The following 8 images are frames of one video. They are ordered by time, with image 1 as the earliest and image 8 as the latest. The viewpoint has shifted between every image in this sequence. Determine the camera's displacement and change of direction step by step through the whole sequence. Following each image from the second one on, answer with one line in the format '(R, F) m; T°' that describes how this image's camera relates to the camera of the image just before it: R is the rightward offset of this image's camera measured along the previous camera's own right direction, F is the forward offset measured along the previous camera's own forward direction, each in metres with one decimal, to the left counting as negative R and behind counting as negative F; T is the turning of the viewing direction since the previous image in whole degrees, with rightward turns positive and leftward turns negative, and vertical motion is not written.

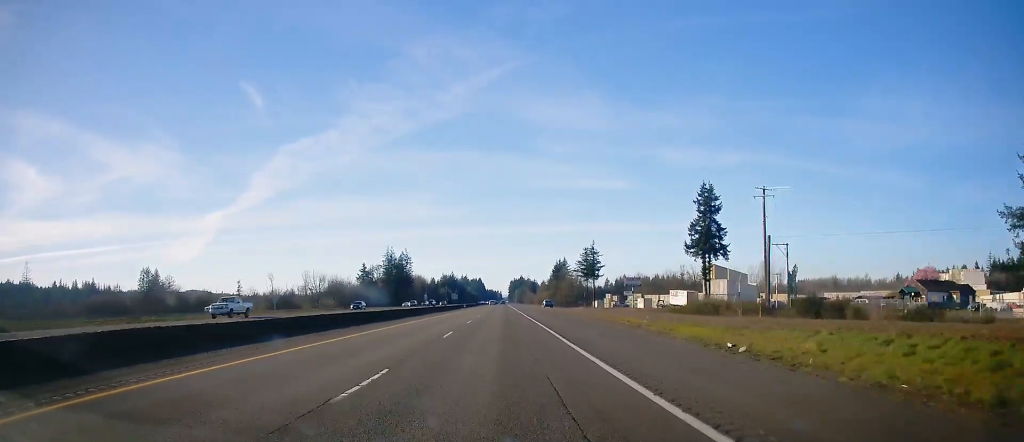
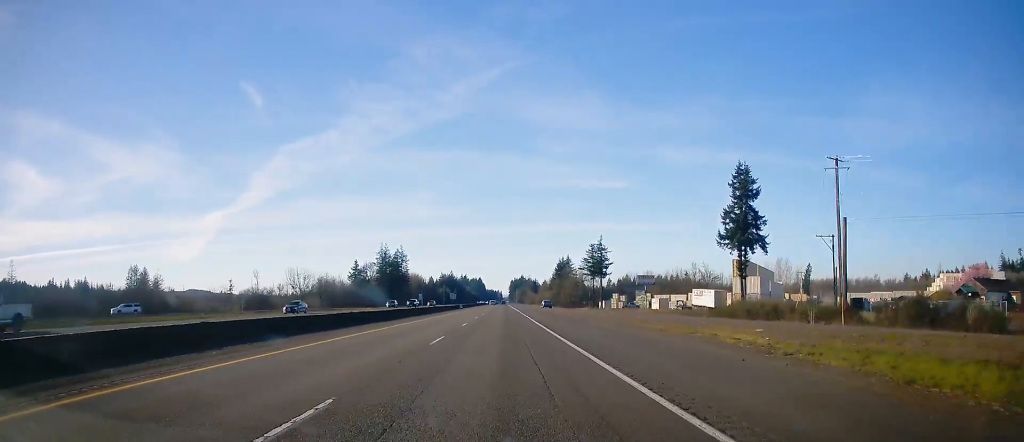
(-0.1, +15.5) m; 0°
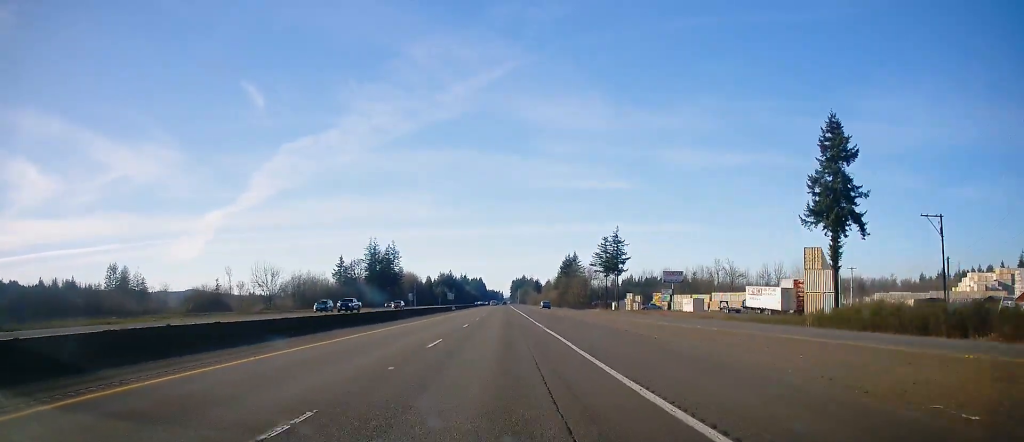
(+0.4, +25.6) m; 0°
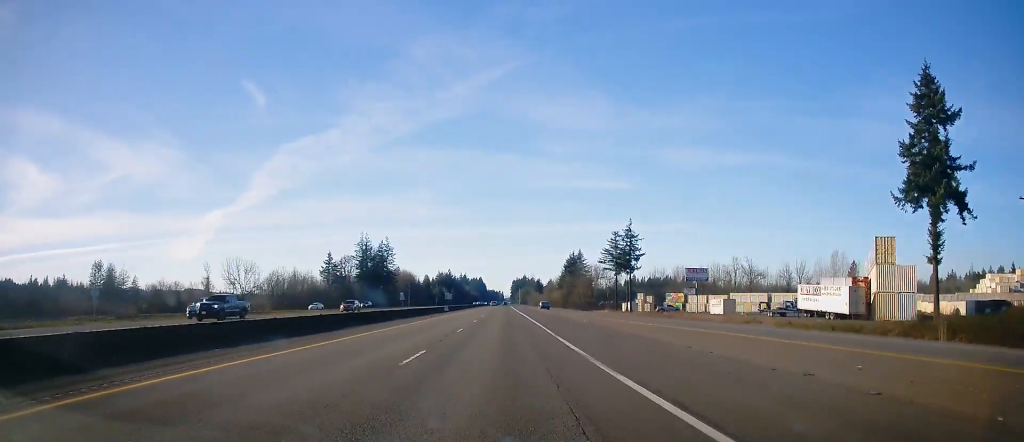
(-0.2, +16.6) m; 0°
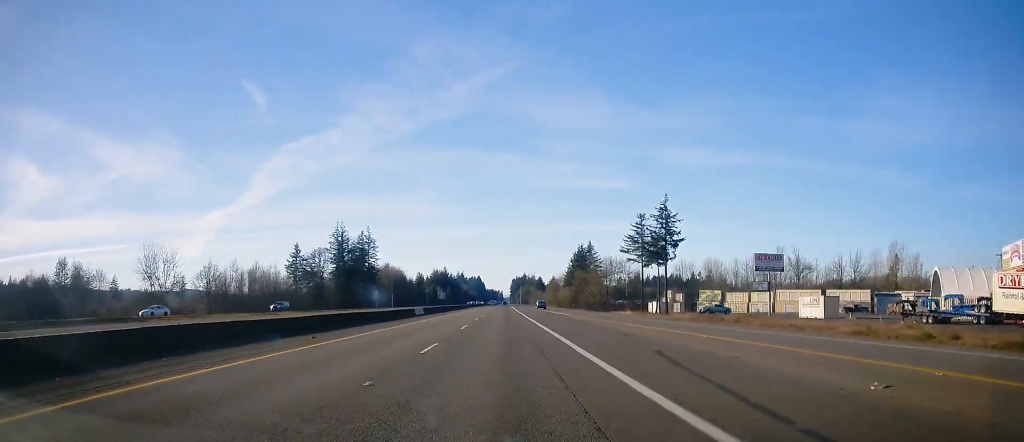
(-0.2, +34.3) m; 0°
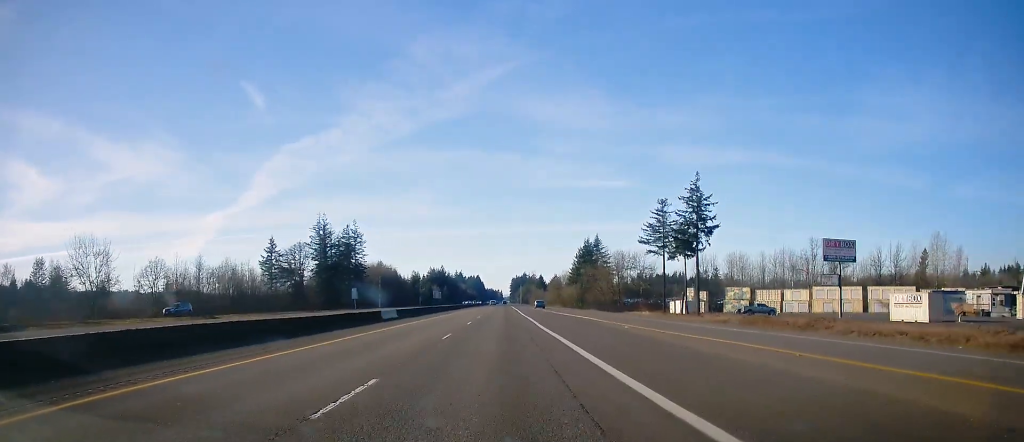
(+0.1, +19.9) m; +1°
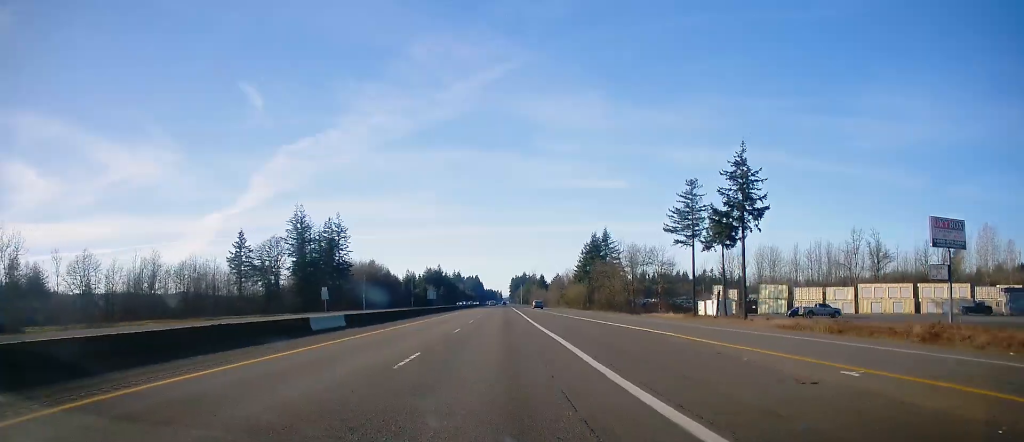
(+0.2, +19.9) m; 0°
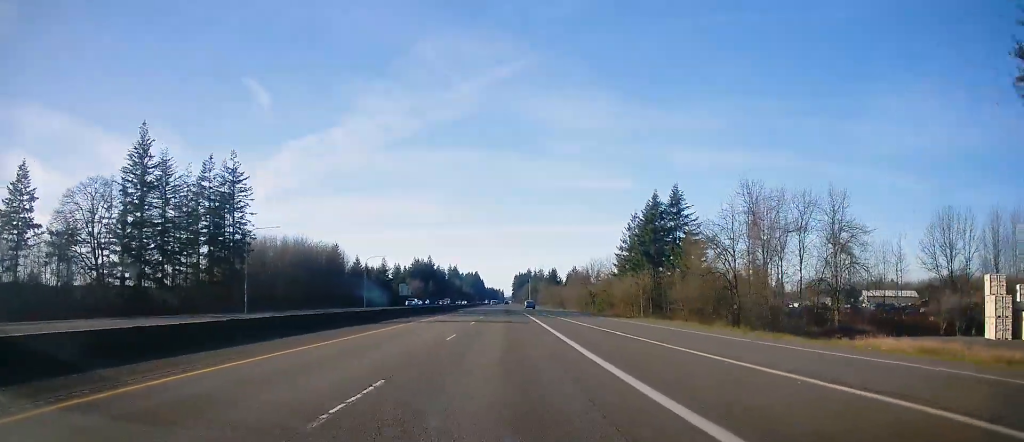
(-0.7, +78.3) m; -1°
